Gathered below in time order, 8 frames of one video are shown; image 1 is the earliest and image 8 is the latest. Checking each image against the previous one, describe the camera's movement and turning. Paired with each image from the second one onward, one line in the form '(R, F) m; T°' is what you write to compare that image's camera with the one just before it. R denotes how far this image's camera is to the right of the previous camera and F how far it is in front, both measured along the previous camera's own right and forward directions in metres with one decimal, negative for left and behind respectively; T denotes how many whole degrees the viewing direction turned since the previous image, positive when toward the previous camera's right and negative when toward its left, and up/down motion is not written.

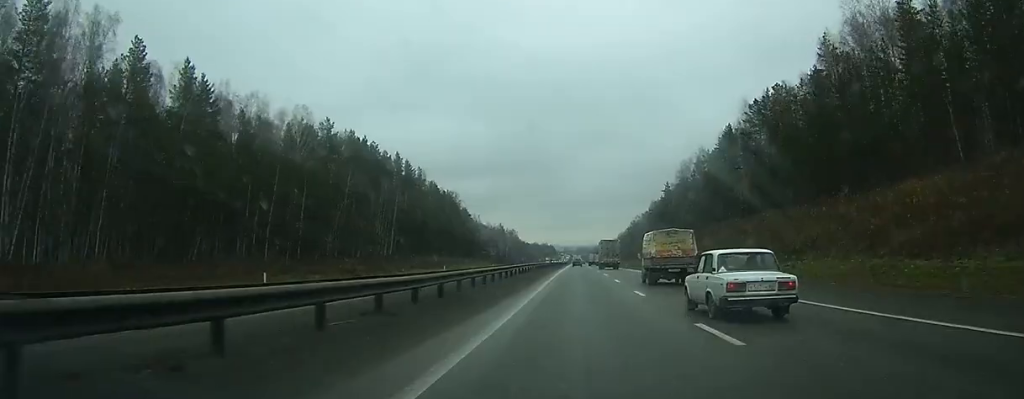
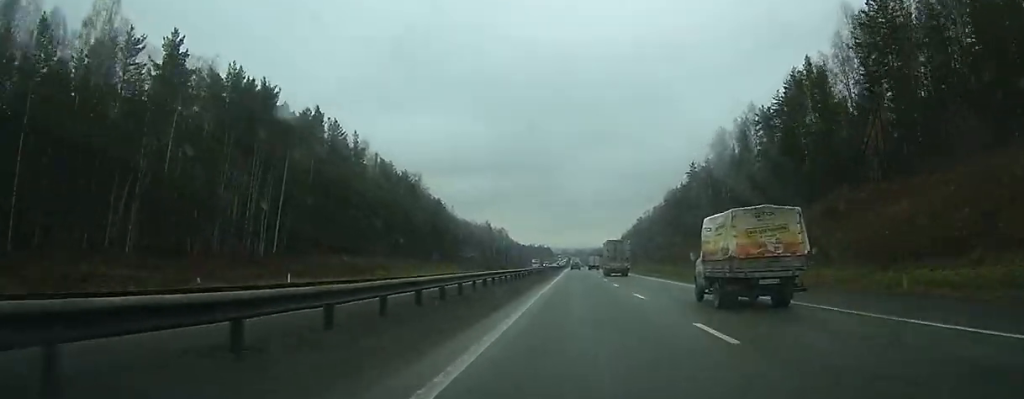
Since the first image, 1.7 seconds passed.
(+0.1, +47.1) m; 0°
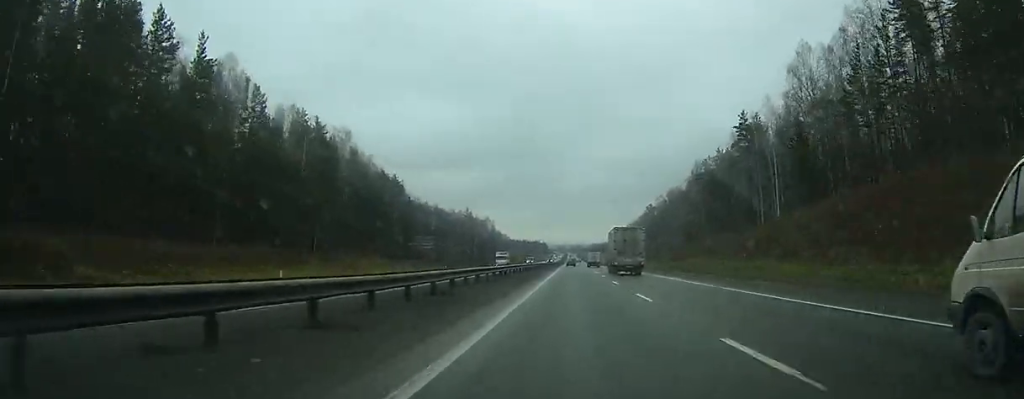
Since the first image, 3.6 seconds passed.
(+0.2, +50.8) m; +1°
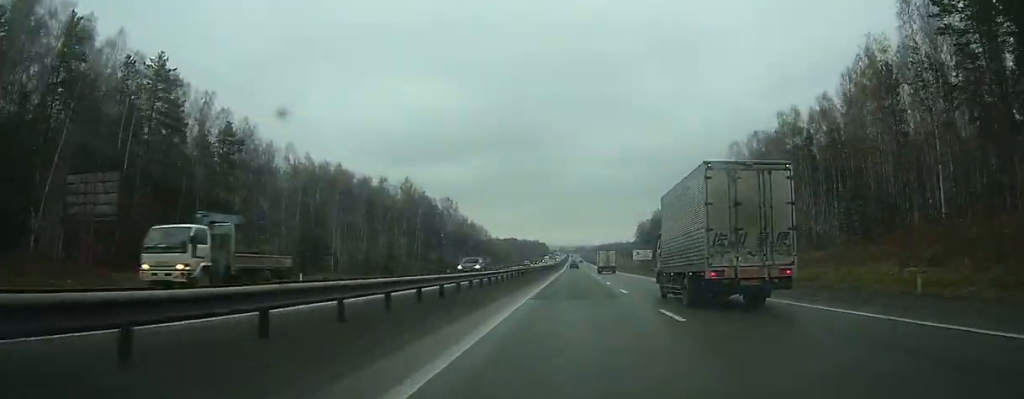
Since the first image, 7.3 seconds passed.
(+0.6, +100.0) m; 0°
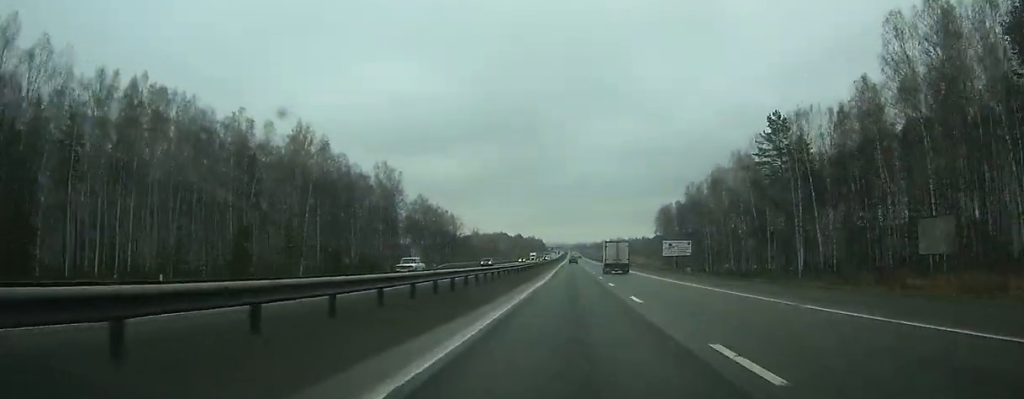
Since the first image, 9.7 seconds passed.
(0.0, +64.9) m; 0°
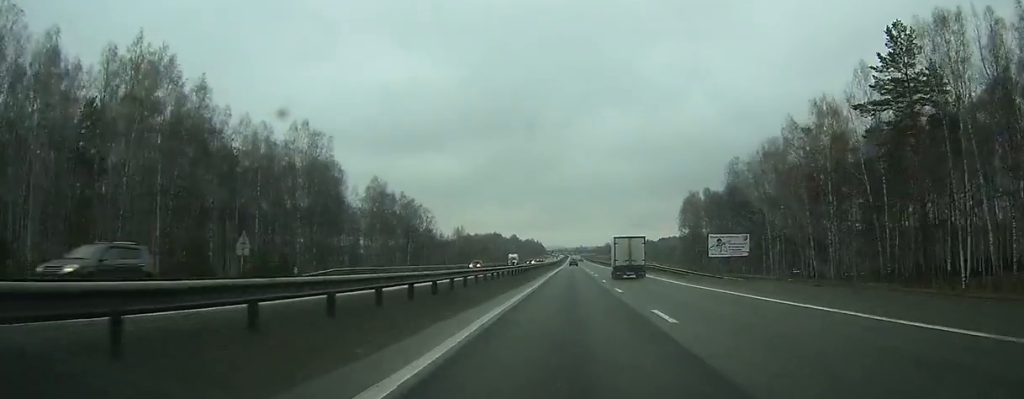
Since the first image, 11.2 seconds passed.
(-0.1, +41.0) m; 0°
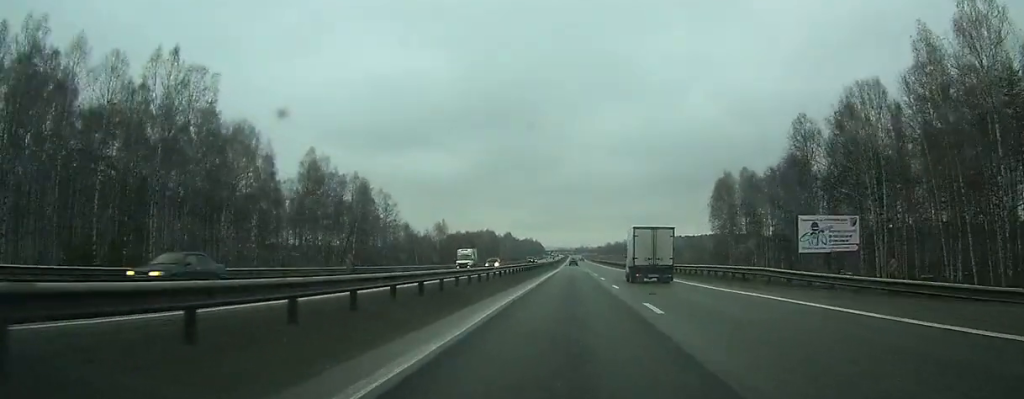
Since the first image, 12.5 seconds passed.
(-0.1, +33.3) m; 0°
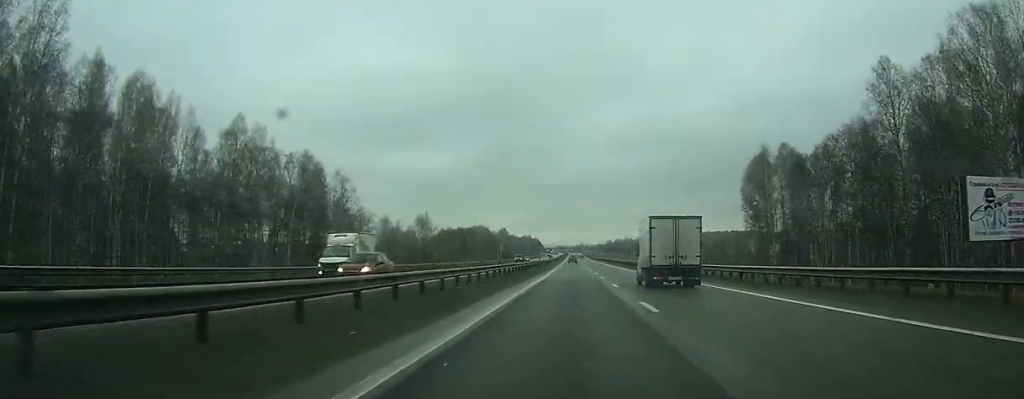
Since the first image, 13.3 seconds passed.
(0.0, +22.6) m; 0°
